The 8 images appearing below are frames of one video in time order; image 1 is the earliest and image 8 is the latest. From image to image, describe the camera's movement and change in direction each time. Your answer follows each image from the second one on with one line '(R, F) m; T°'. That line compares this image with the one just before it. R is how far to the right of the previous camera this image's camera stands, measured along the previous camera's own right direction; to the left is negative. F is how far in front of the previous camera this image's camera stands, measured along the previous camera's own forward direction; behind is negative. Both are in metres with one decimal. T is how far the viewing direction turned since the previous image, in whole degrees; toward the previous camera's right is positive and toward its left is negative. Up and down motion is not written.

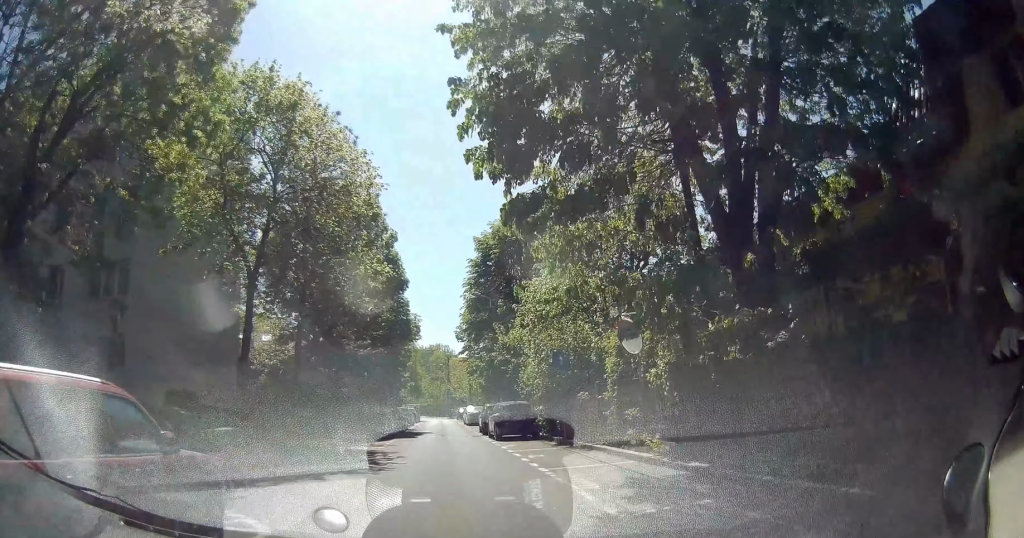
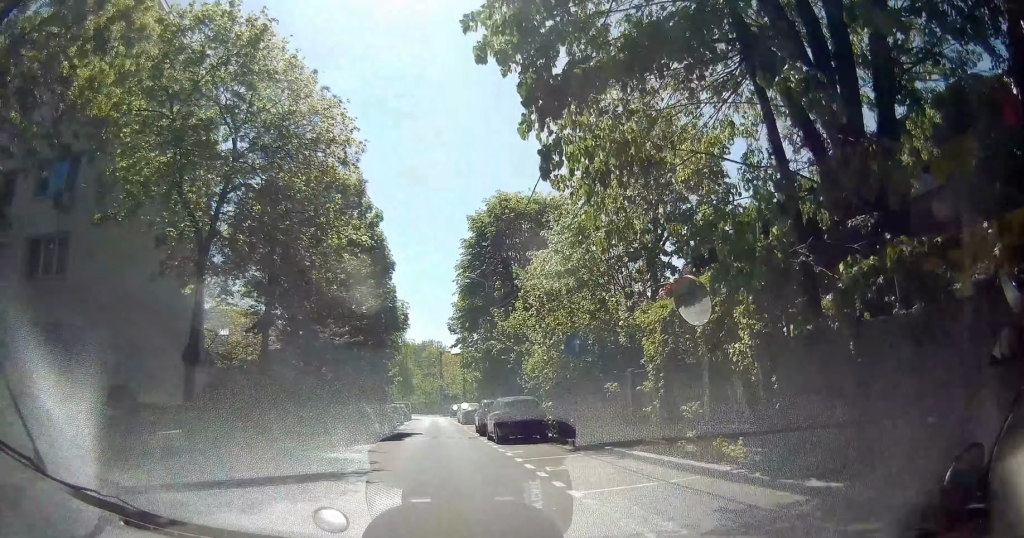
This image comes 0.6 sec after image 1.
(+0.1, +3.8) m; 0°
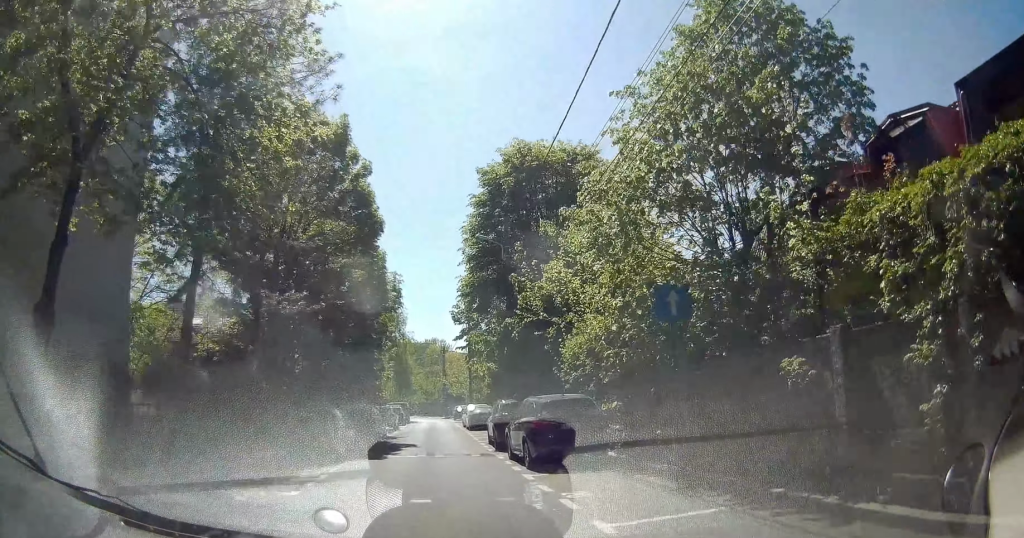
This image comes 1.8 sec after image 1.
(-0.1, +7.7) m; -1°
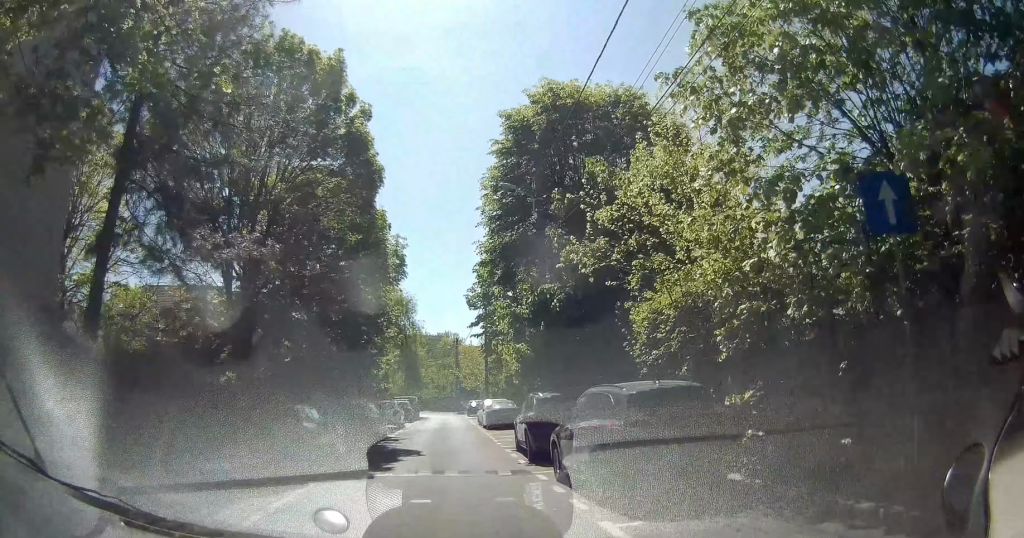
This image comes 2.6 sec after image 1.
(0.0, +5.7) m; +1°
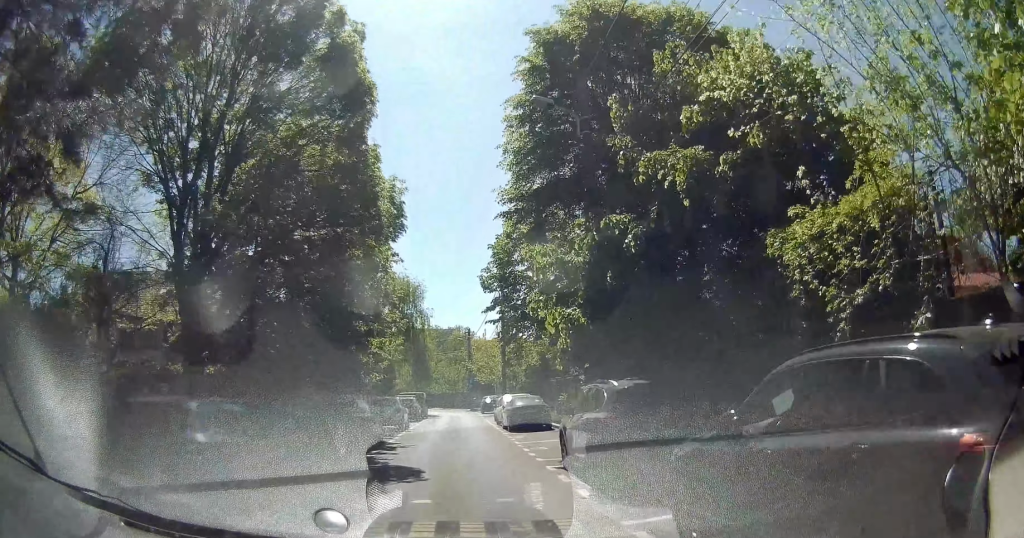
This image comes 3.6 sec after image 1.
(+0.1, +5.9) m; +1°
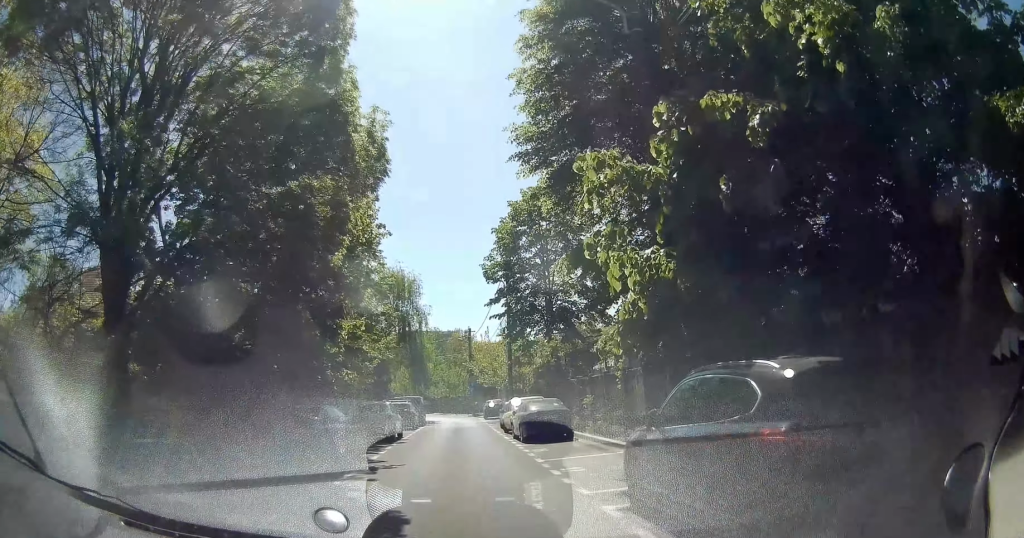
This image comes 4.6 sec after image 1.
(-0.1, +5.0) m; -1°
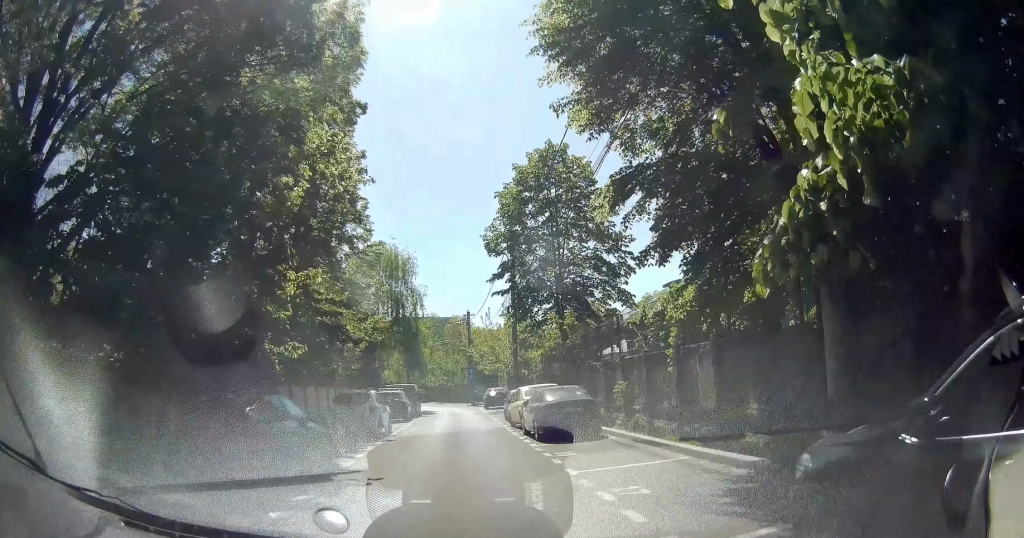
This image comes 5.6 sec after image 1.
(0.0, +3.9) m; -1°
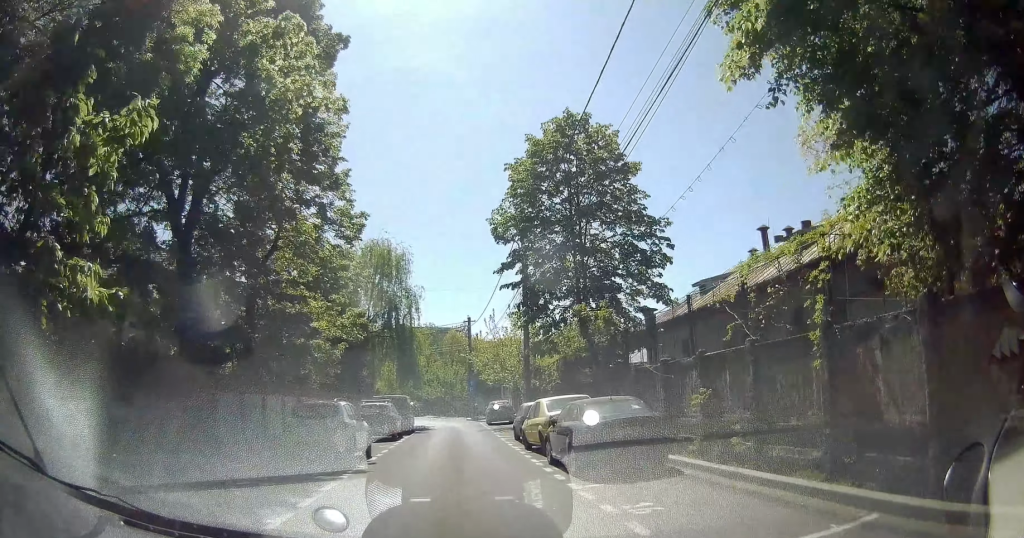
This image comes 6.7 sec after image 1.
(-0.1, +4.7) m; -2°
